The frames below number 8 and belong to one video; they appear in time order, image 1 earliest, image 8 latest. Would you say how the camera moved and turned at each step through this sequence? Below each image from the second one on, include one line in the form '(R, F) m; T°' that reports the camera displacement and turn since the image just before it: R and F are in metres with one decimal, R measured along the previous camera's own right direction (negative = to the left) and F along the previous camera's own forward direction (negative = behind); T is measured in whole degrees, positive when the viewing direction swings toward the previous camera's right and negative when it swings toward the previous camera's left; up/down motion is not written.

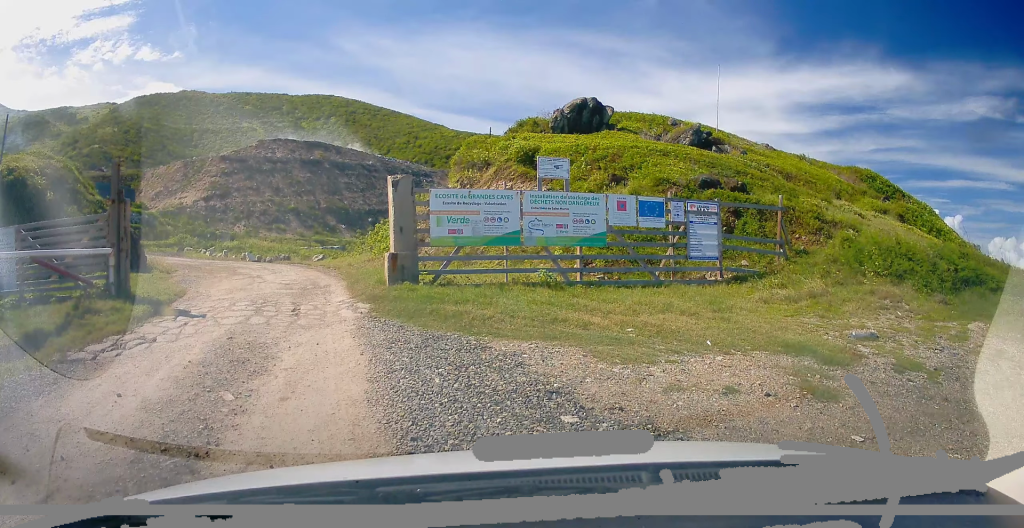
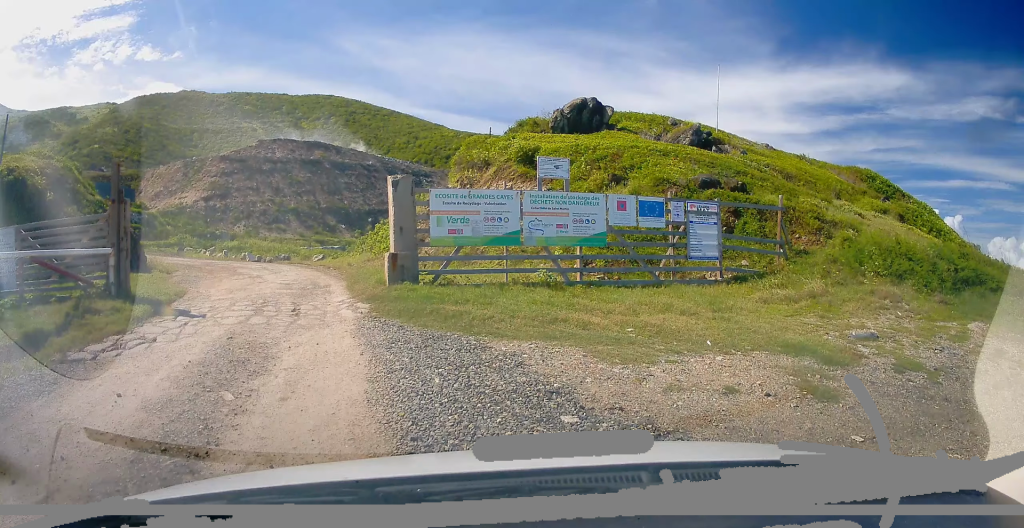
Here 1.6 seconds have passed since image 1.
(0.0, 0.0) m; 0°
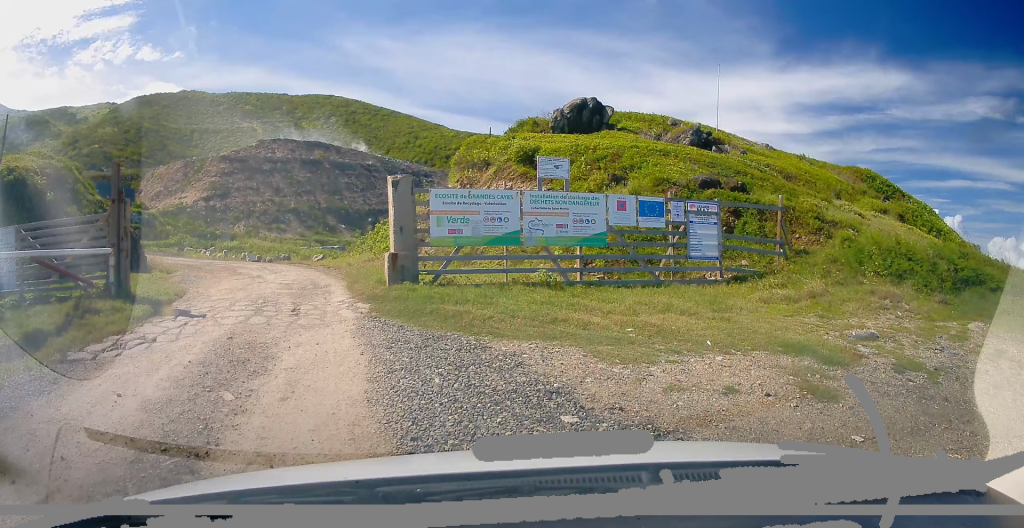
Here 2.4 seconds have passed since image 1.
(0.0, 0.0) m; 0°
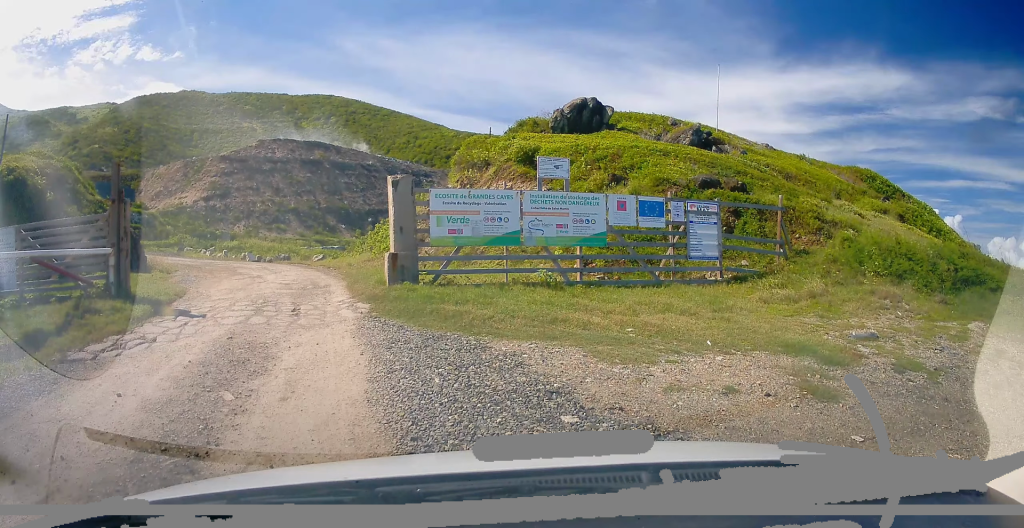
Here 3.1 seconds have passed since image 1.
(0.0, 0.0) m; 0°
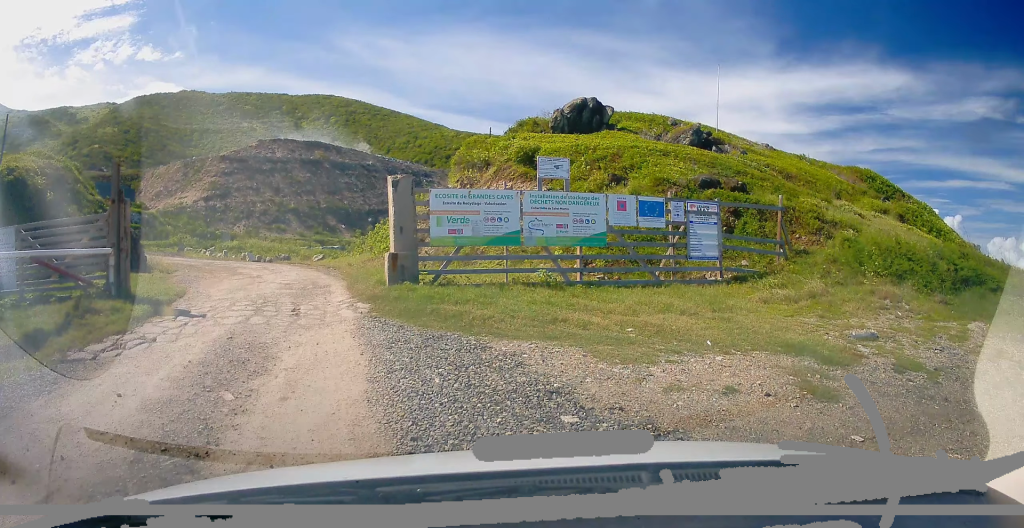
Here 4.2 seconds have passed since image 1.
(0.0, 0.0) m; 0°
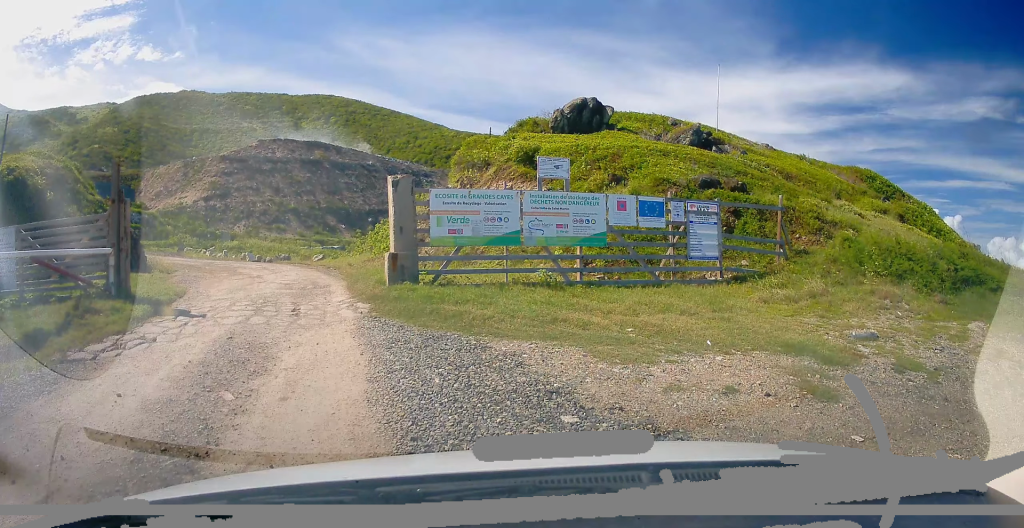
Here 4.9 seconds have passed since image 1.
(0.0, 0.0) m; 0°
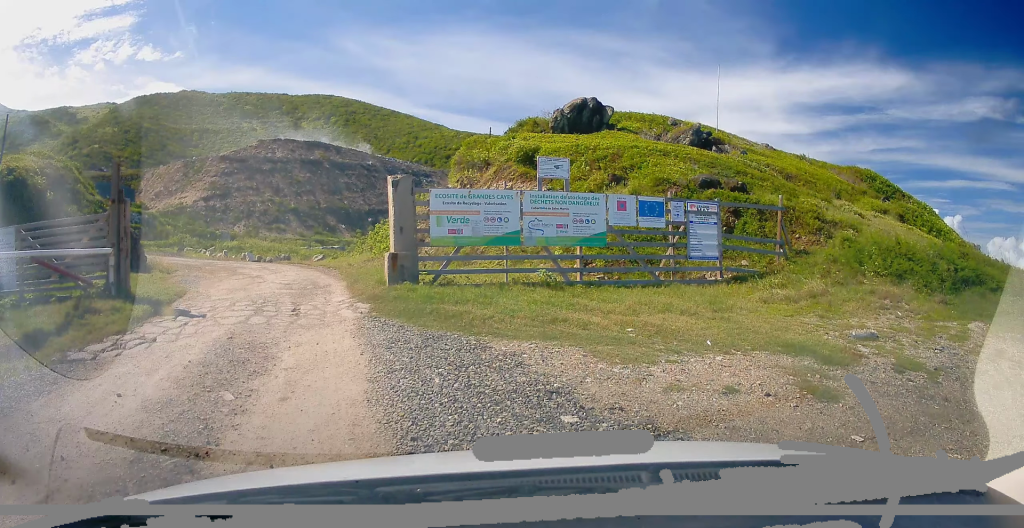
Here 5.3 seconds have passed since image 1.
(0.0, 0.0) m; 0°
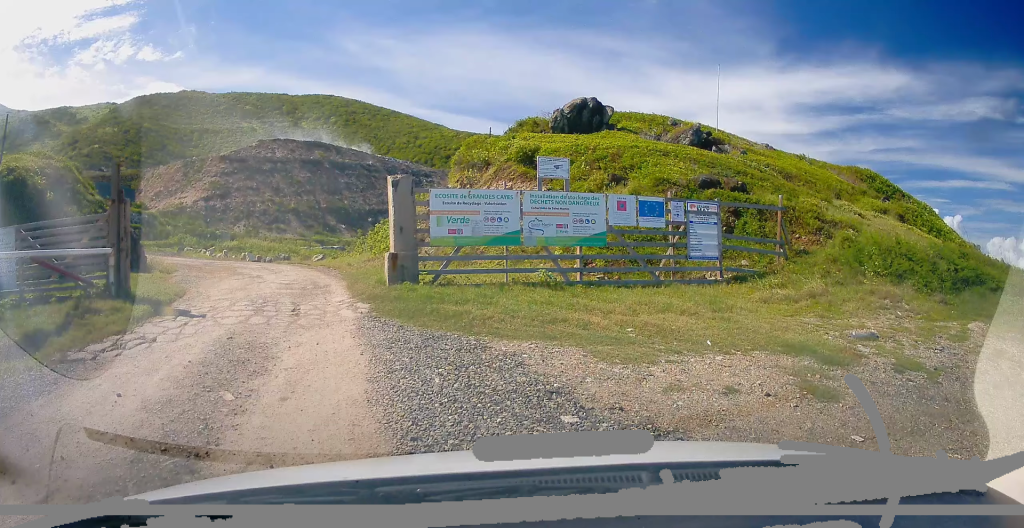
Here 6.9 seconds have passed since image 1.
(0.0, 0.0) m; 0°
